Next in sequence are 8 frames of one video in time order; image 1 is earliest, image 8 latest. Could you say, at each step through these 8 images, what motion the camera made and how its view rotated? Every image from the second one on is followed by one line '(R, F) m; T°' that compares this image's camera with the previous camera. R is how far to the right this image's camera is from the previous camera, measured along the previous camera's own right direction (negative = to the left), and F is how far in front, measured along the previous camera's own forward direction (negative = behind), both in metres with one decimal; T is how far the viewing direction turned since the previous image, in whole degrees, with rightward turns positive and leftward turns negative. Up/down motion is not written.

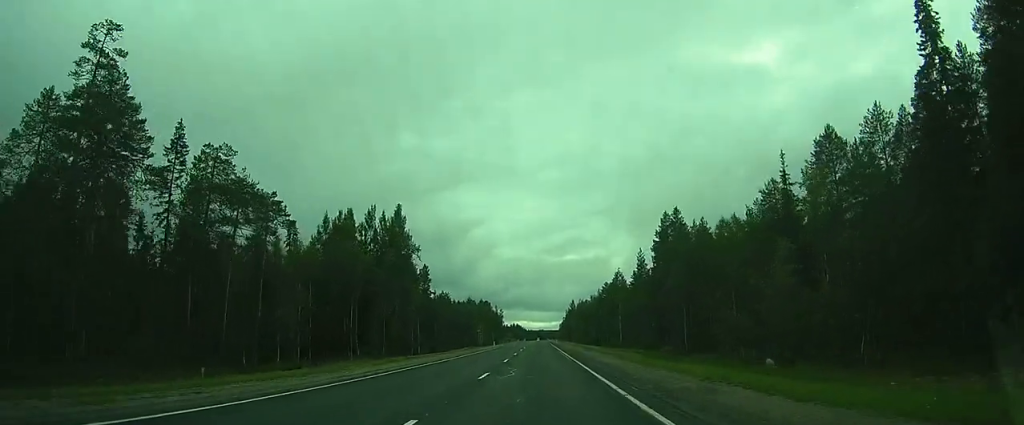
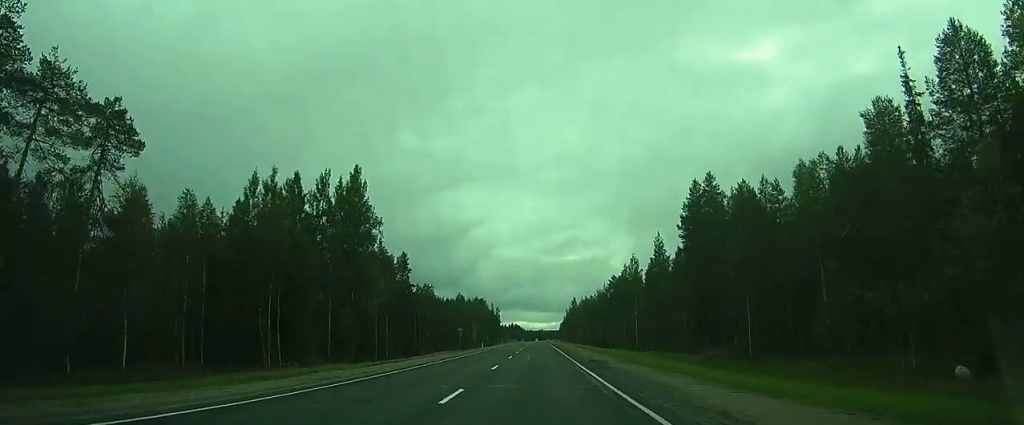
(+0.5, +17.8) m; +2°
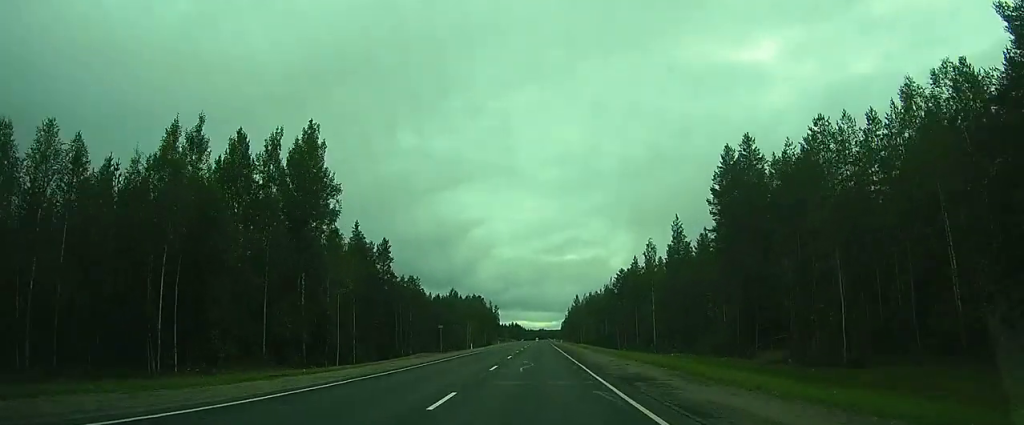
(0.0, +12.7) m; -1°
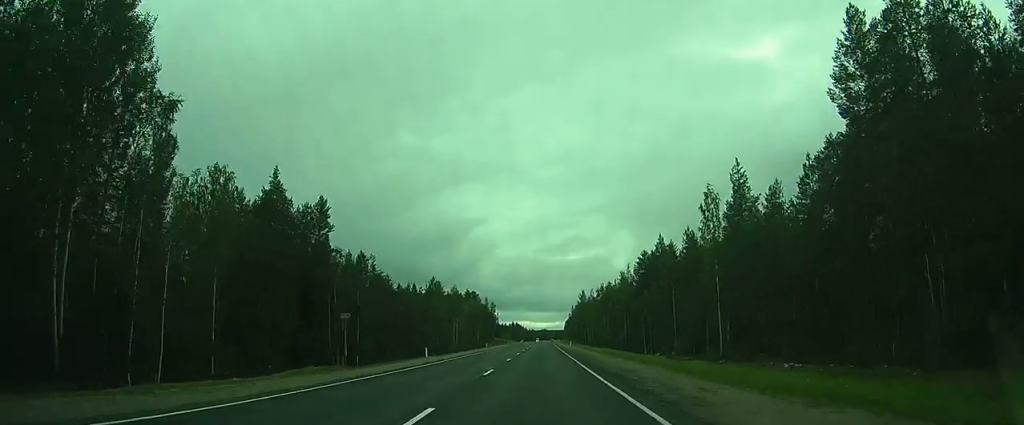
(-0.3, +26.4) m; -1°
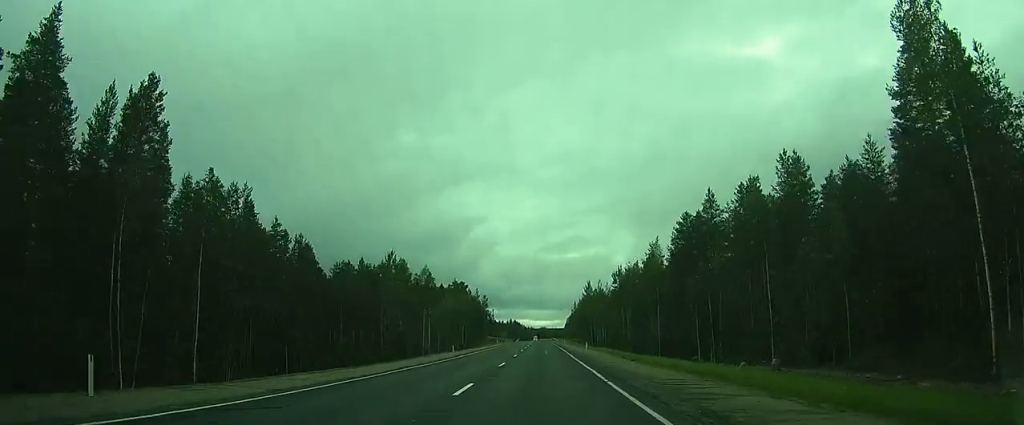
(+0.1, +30.3) m; +1°
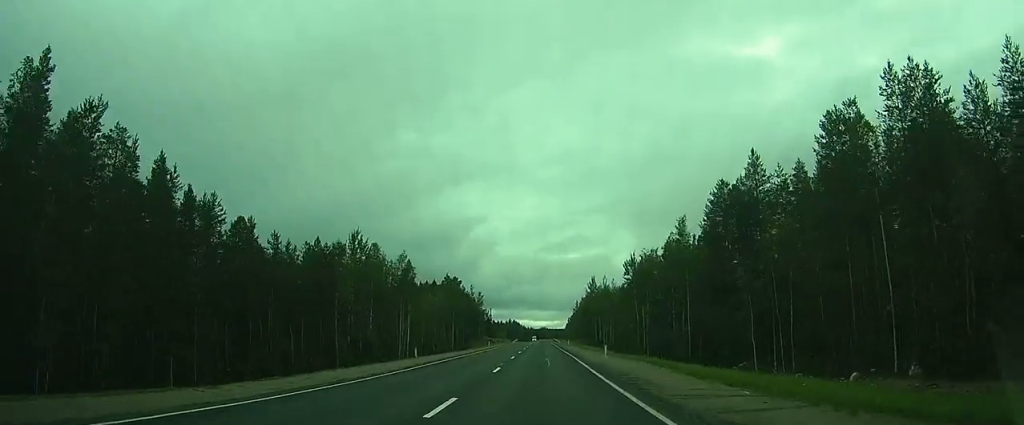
(+0.1, +15.2) m; 0°
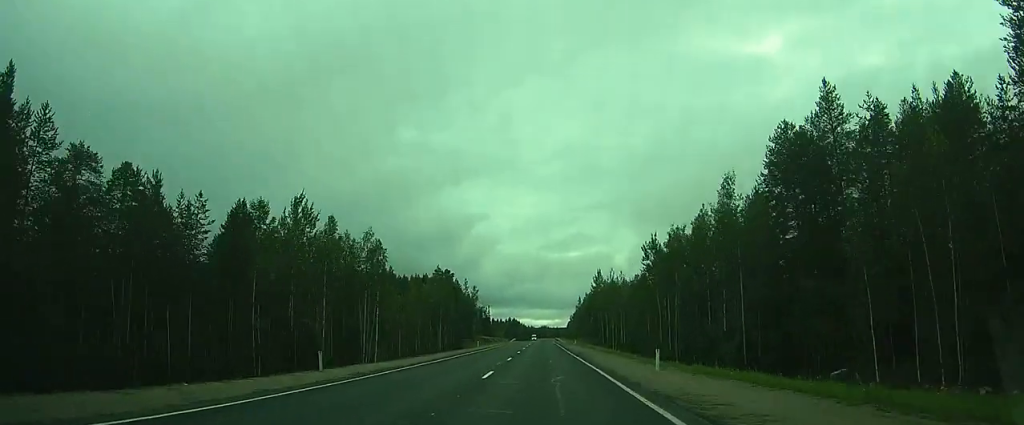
(0.0, +16.0) m; 0°
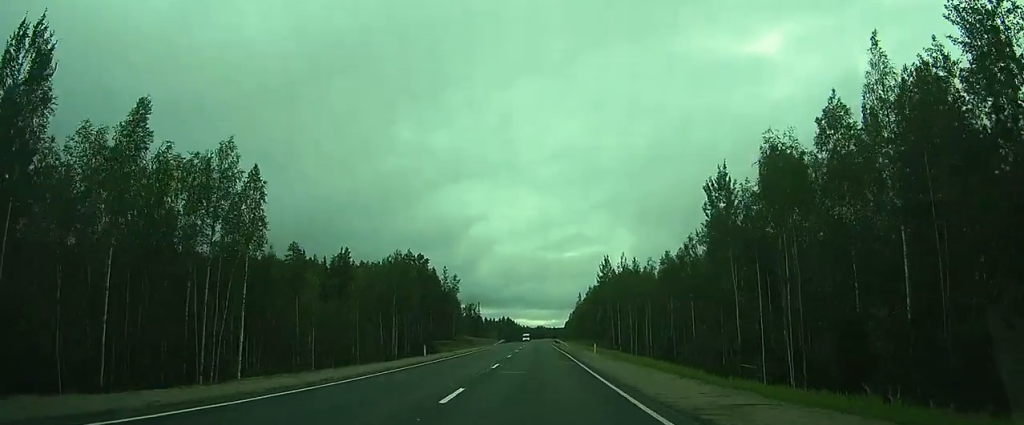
(0.0, +29.7) m; 0°
